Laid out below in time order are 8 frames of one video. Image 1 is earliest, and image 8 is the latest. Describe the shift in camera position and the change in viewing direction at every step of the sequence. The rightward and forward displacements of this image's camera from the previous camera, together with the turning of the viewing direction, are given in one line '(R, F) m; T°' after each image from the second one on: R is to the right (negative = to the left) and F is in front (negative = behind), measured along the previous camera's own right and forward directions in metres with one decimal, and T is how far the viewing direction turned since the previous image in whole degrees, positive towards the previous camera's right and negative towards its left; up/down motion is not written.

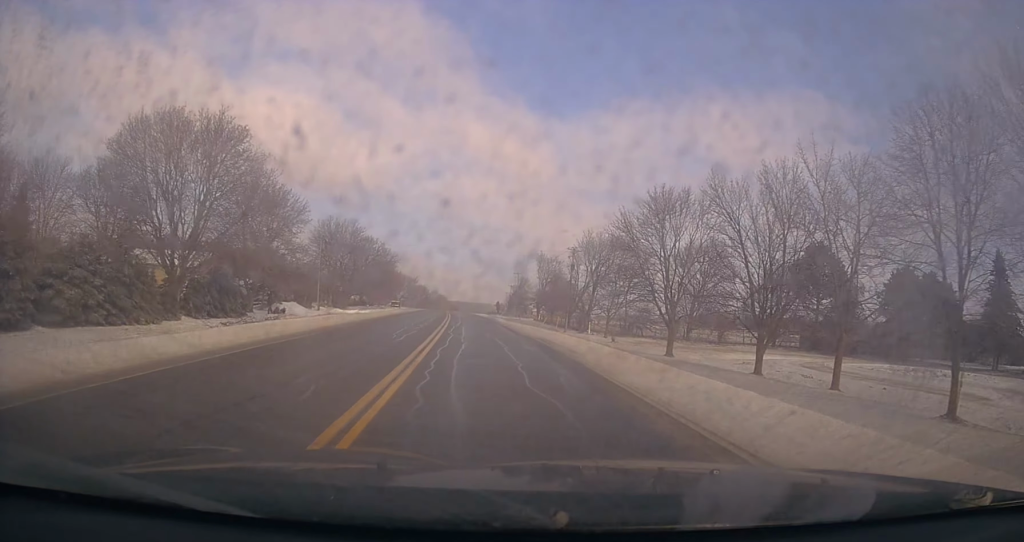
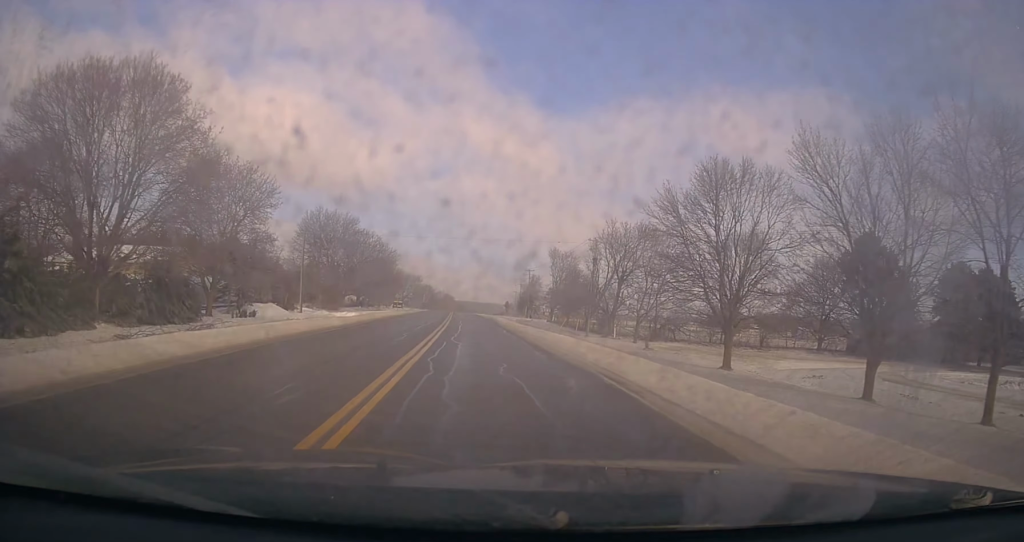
(+0.1, +10.3) m; 0°
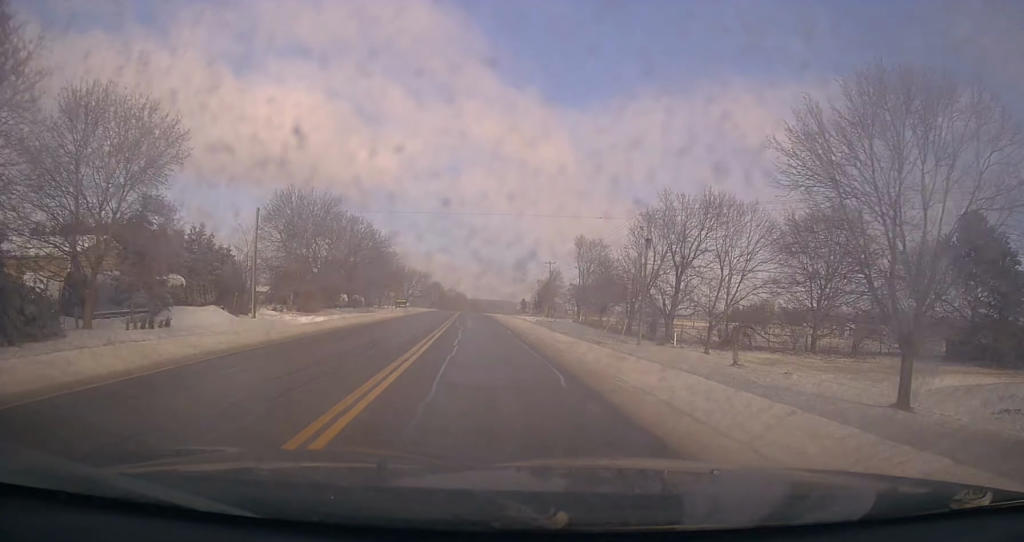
(-0.1, +16.4) m; -1°
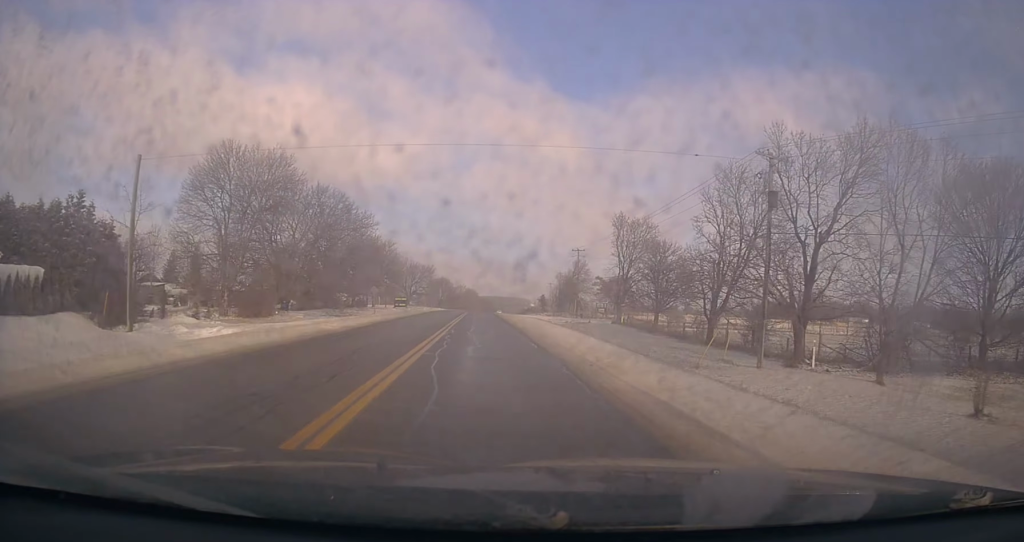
(-0.4, +19.6) m; -1°
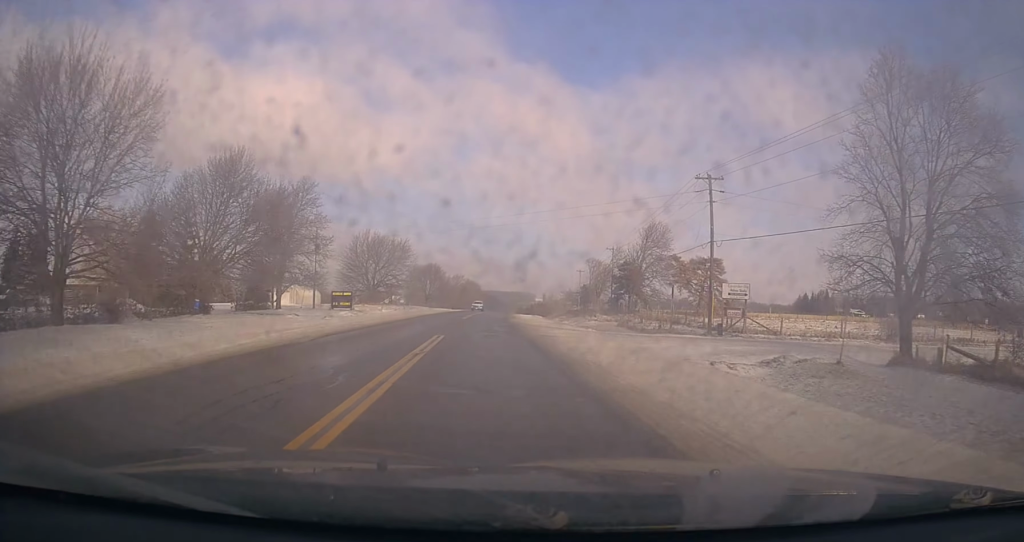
(-1.5, +52.1) m; -1°
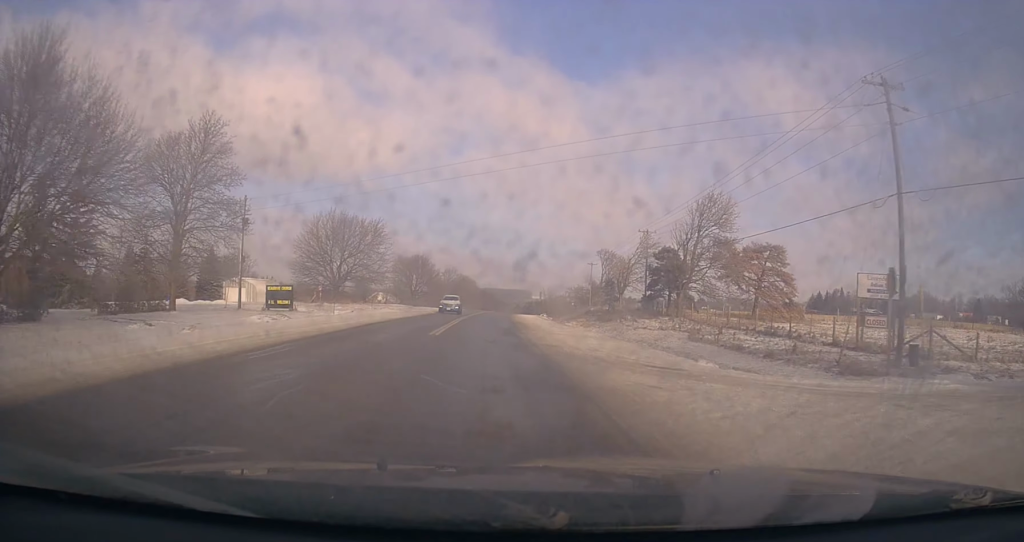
(+0.4, +19.8) m; +1°
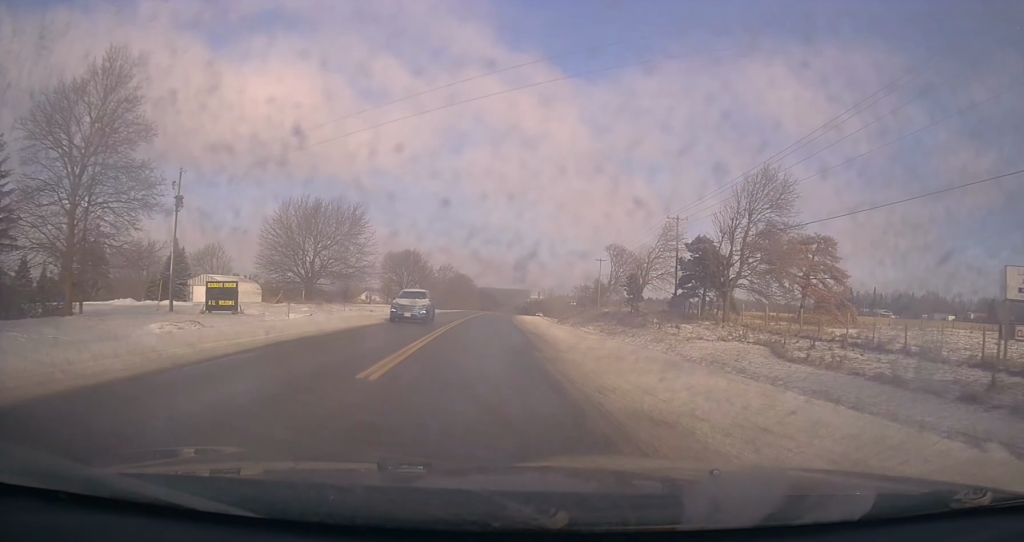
(0.0, +10.6) m; 0°
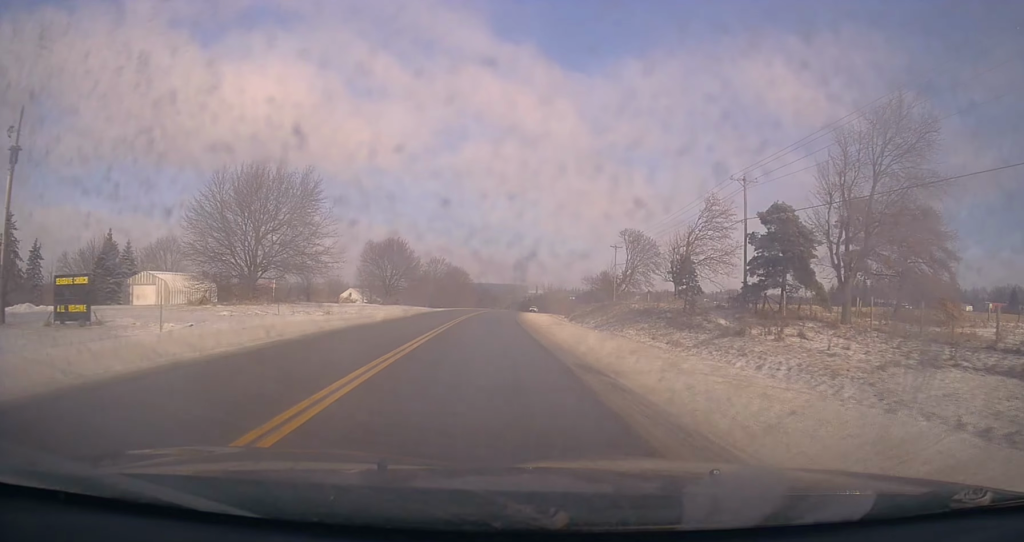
(-0.2, +15.4) m; -1°
